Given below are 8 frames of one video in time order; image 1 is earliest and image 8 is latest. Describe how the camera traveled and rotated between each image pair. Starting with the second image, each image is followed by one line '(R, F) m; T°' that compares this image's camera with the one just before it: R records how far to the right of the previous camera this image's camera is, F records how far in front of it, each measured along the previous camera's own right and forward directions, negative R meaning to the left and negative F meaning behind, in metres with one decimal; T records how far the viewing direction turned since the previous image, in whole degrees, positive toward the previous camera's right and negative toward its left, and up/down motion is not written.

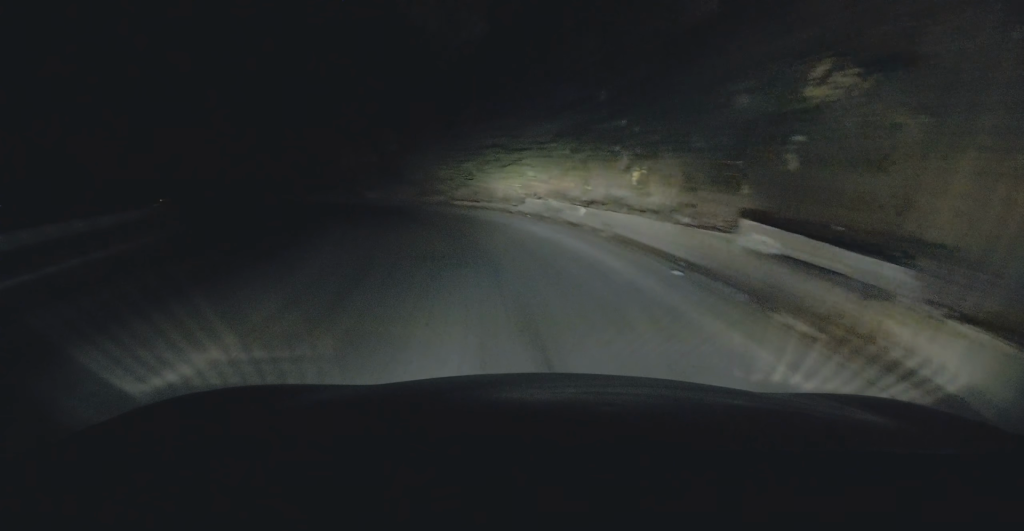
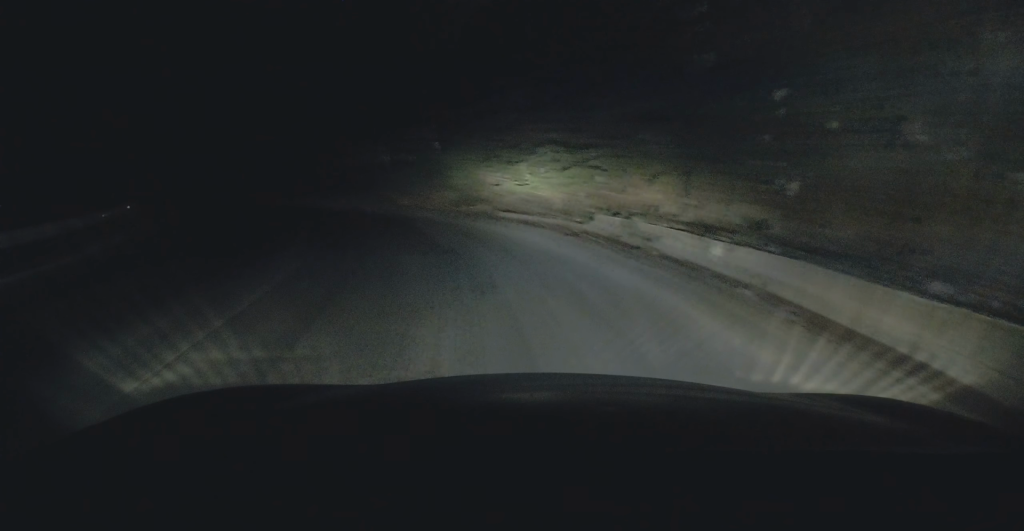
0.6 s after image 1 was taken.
(-0.1, +4.9) m; -6°
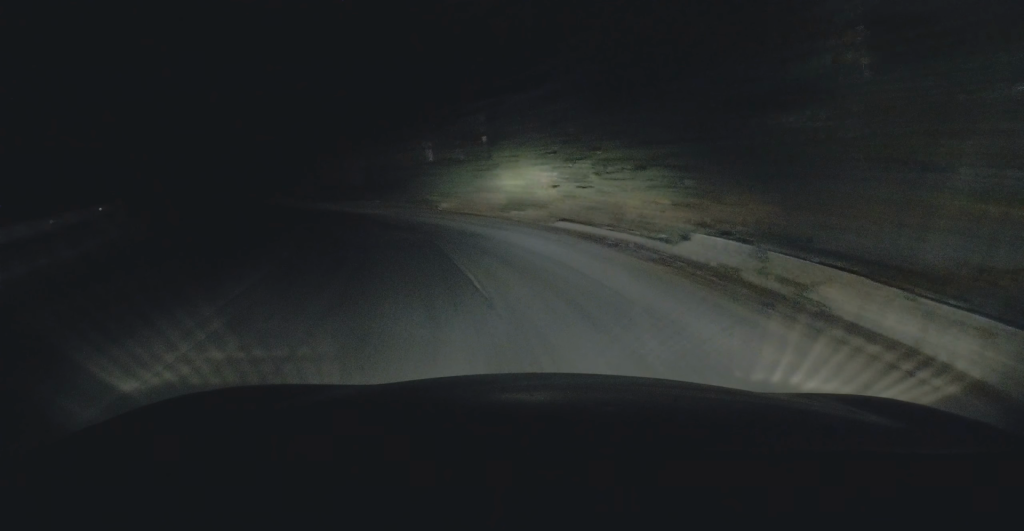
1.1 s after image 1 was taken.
(-0.3, +3.3) m; -6°
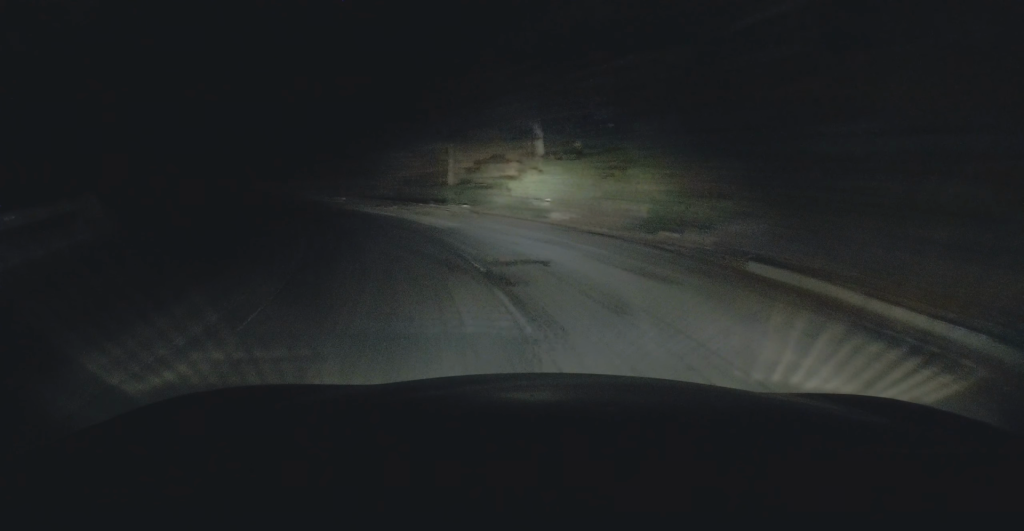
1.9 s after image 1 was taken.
(-0.5, +5.8) m; -8°
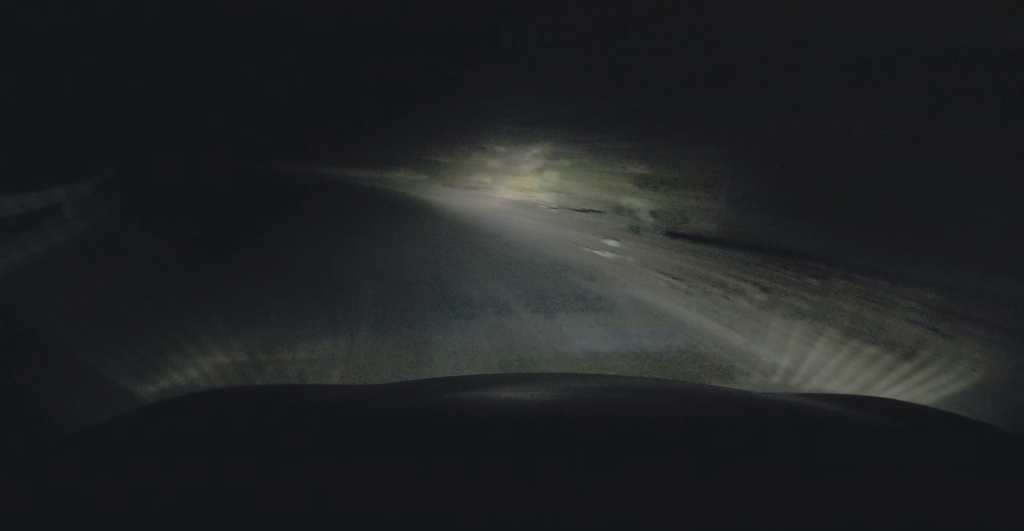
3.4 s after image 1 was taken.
(-0.9, +11.1) m; -18°
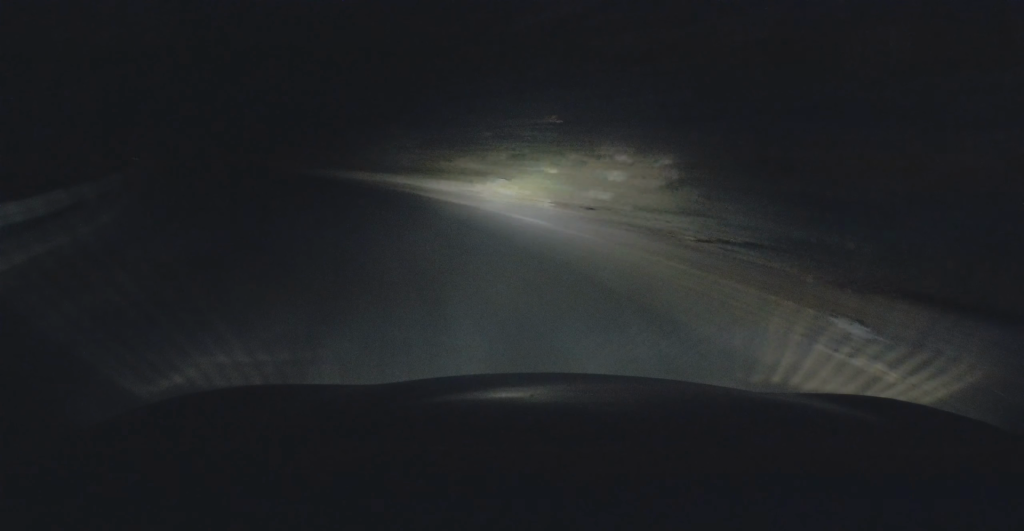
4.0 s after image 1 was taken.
(-0.5, +4.2) m; -9°
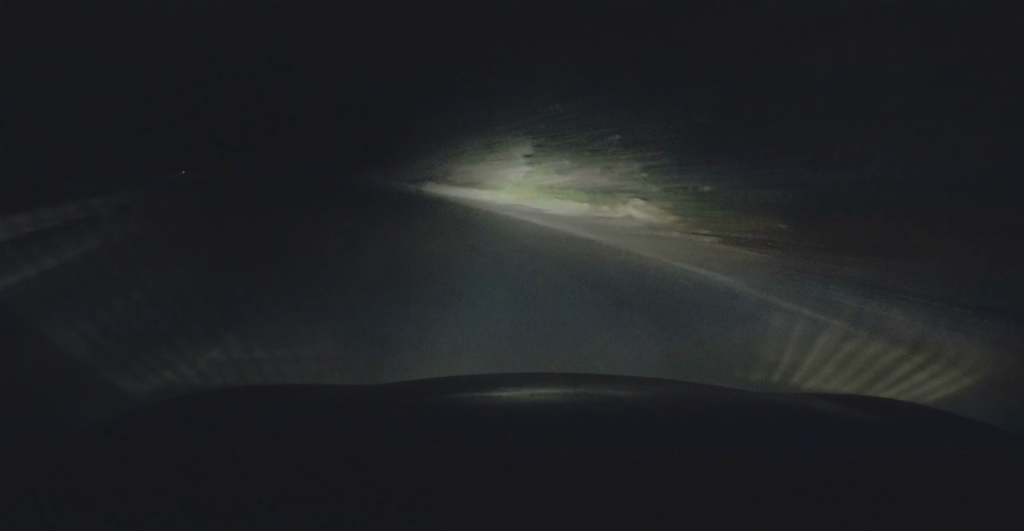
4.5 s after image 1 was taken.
(-0.7, +4.7) m; -10°
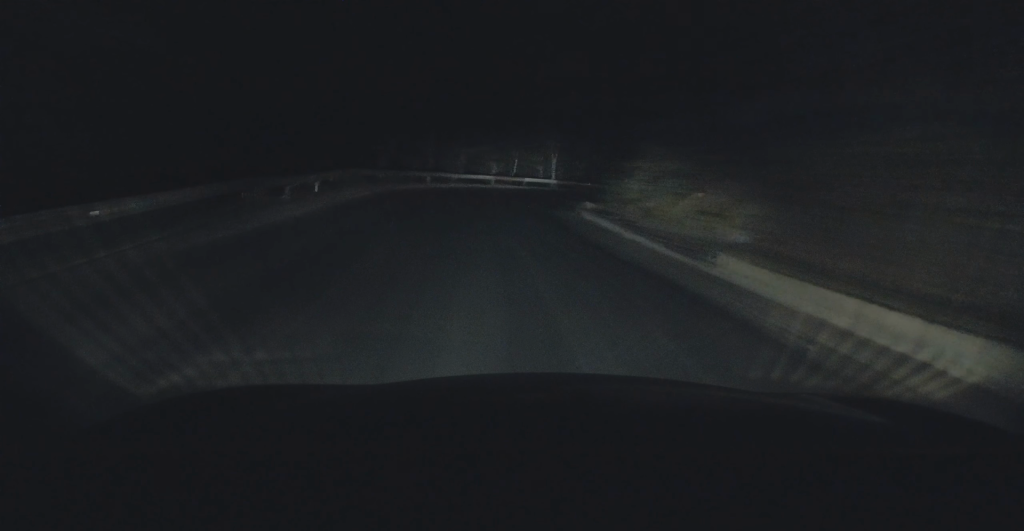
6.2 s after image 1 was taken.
(-2.0, +15.4) m; -11°
